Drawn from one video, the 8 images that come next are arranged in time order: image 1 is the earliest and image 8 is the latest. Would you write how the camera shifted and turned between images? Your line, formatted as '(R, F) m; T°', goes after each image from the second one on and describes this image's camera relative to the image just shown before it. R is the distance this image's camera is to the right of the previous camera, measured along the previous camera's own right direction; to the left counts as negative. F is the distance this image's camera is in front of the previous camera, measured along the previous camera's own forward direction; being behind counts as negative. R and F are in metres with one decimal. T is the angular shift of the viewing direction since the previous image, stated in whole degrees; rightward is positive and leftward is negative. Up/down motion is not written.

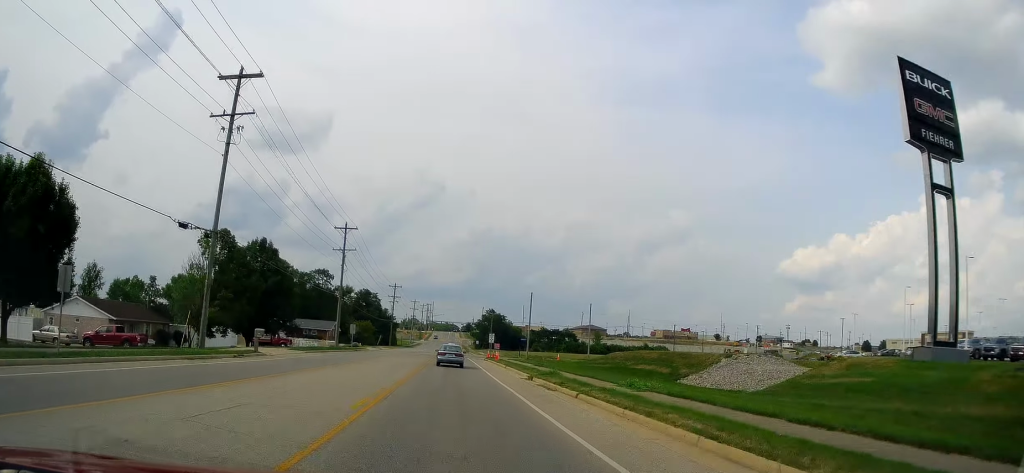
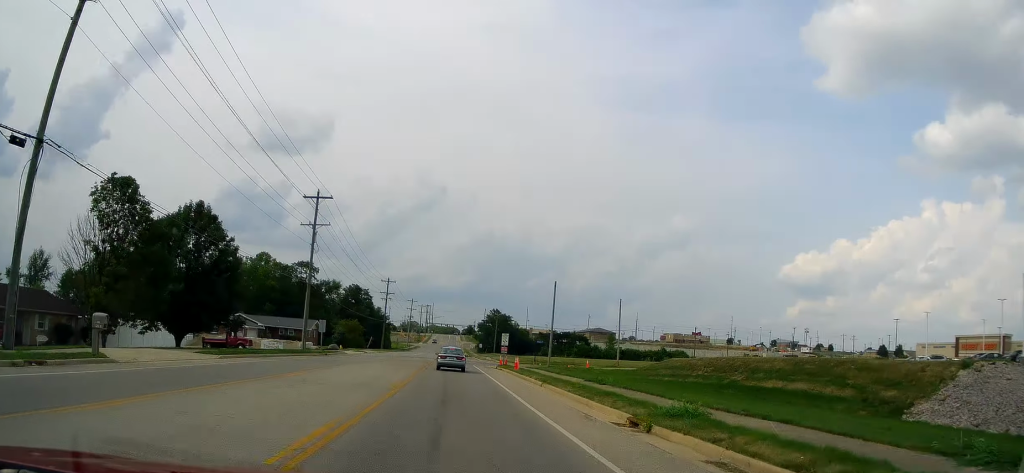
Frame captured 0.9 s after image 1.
(+0.3, +17.5) m; 0°
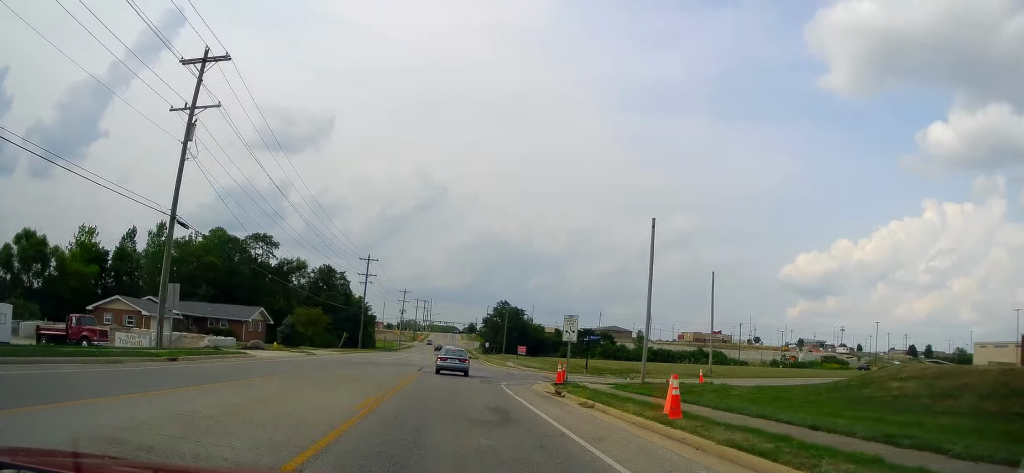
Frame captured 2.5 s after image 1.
(-0.5, +31.4) m; -1°
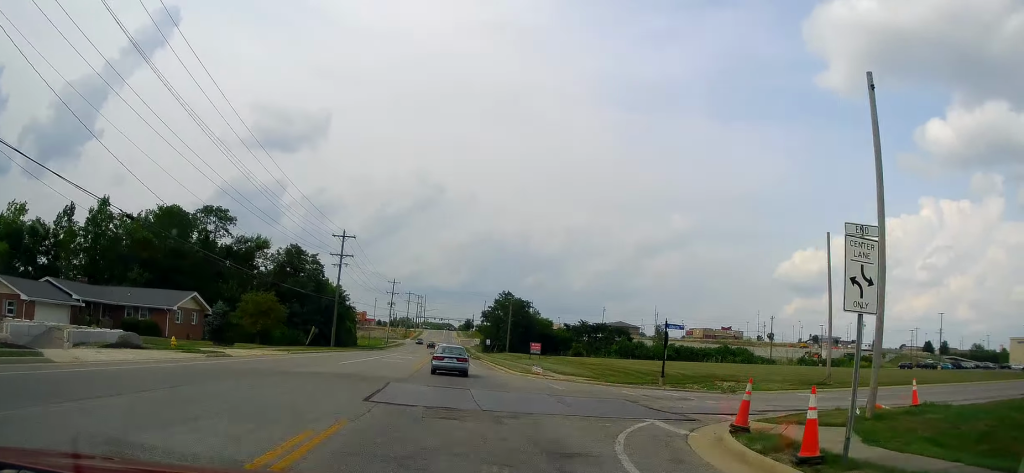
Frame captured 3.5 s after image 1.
(+0.4, +20.3) m; 0°
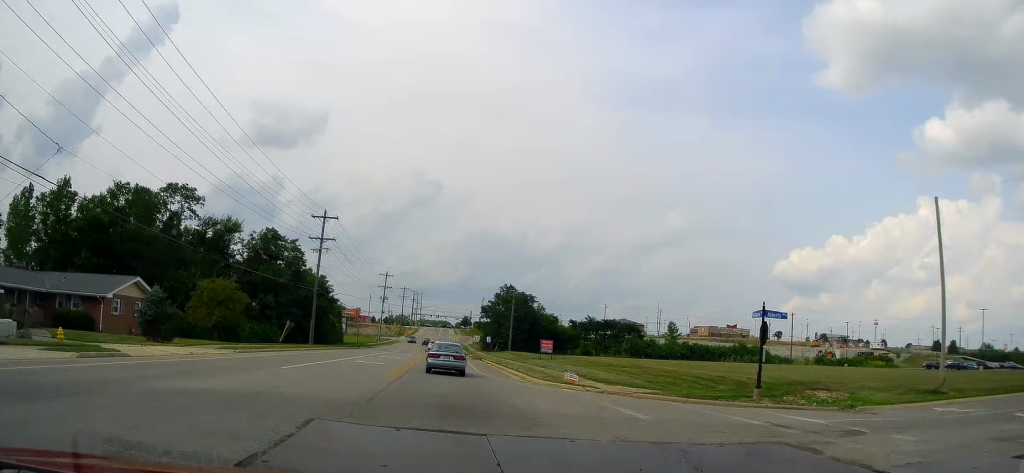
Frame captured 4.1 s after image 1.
(-0.3, +11.5) m; +2°
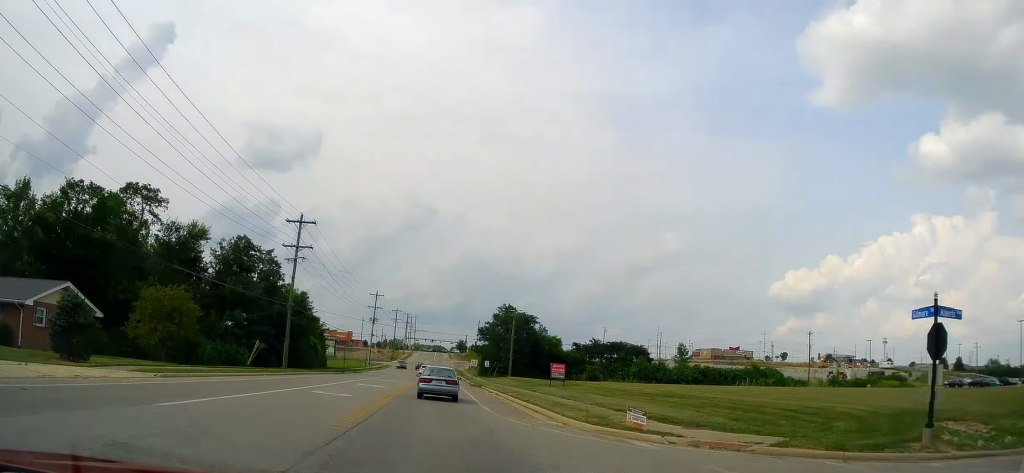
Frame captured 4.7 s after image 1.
(0.0, +10.1) m; +1°
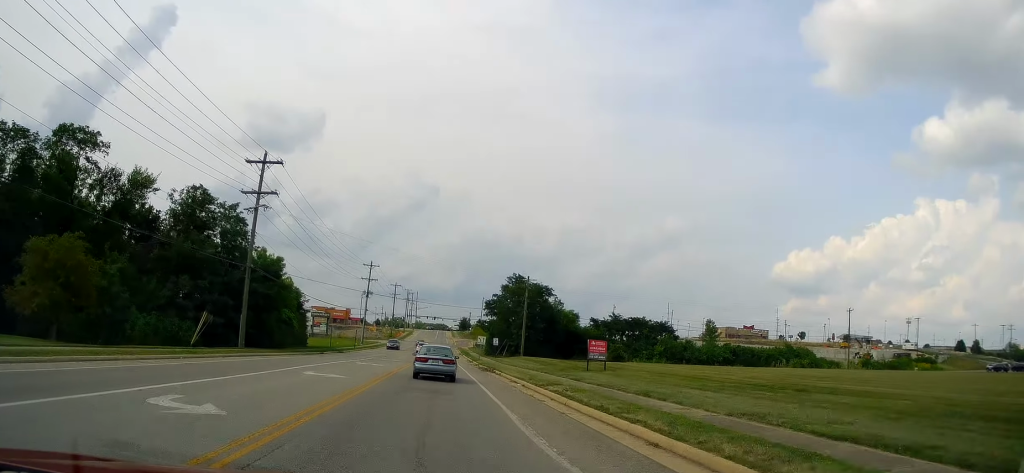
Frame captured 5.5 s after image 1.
(+0.9, +14.8) m; 0°
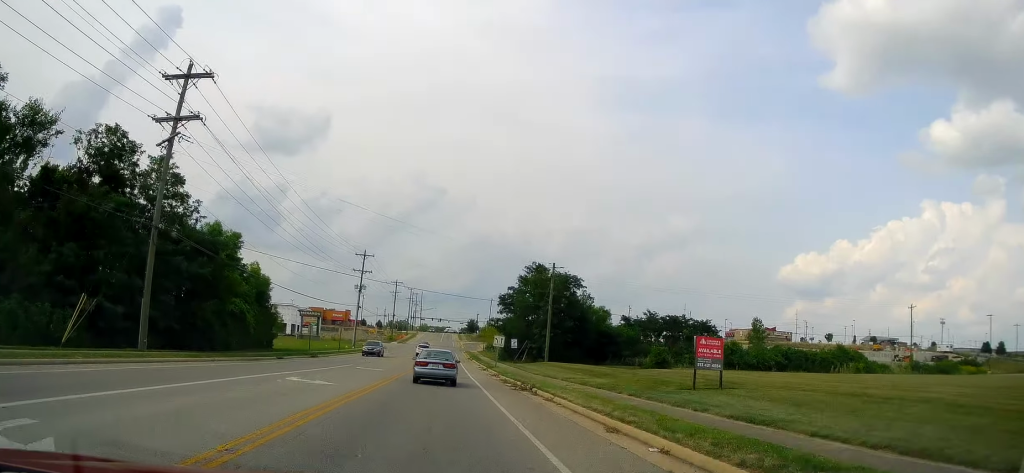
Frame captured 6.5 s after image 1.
(-1.1, +18.4) m; -2°
